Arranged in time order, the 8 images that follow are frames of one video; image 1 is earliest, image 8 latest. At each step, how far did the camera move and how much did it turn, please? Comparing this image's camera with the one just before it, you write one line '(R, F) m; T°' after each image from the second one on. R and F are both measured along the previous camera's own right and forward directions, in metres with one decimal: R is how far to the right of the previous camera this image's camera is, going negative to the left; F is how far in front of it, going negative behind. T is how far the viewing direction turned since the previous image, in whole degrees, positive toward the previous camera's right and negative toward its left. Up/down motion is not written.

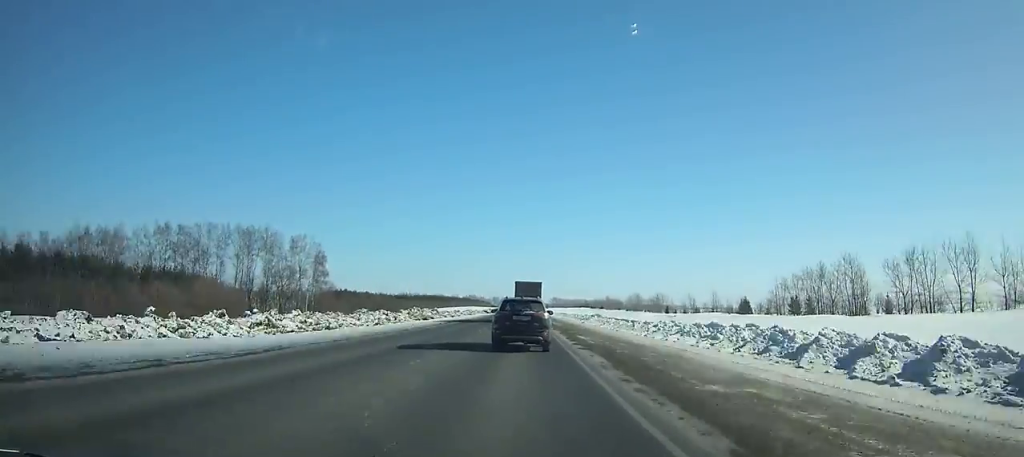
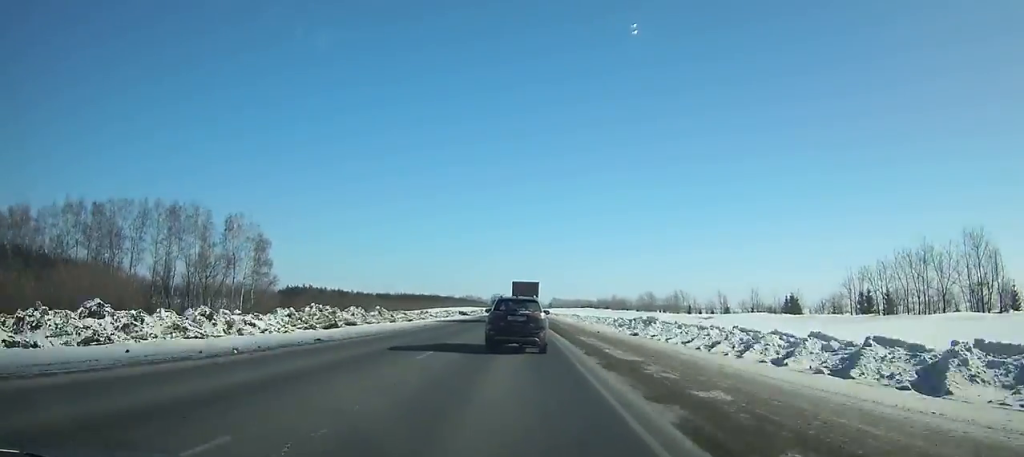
(0.0, +34.8) m; 0°
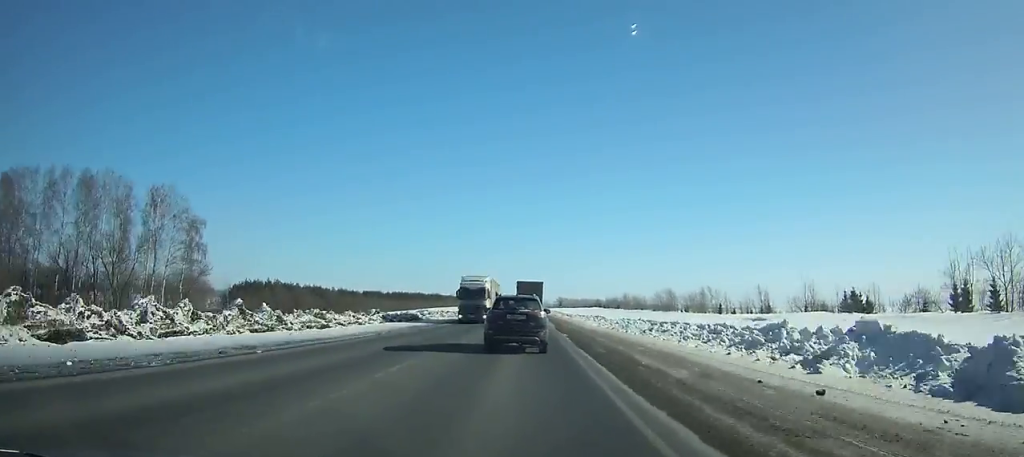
(0.0, +28.0) m; 0°
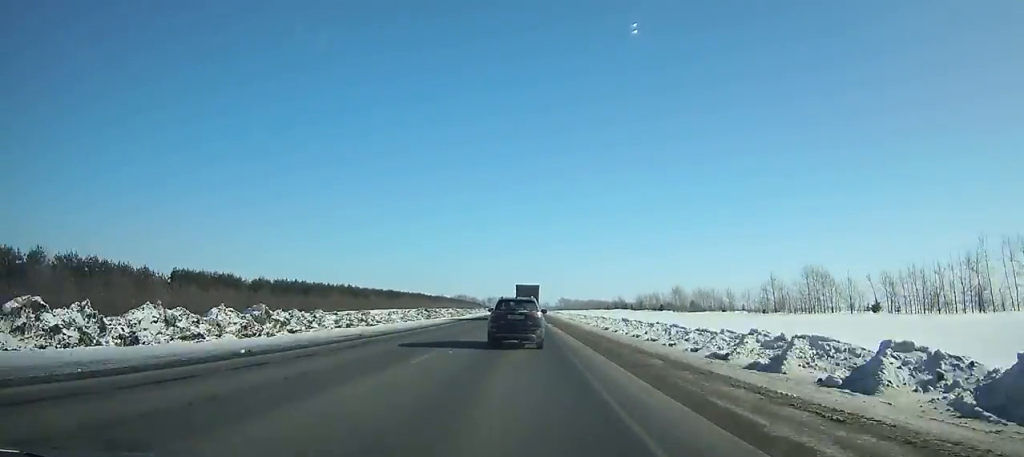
(+1.1, +128.8) m; +1°
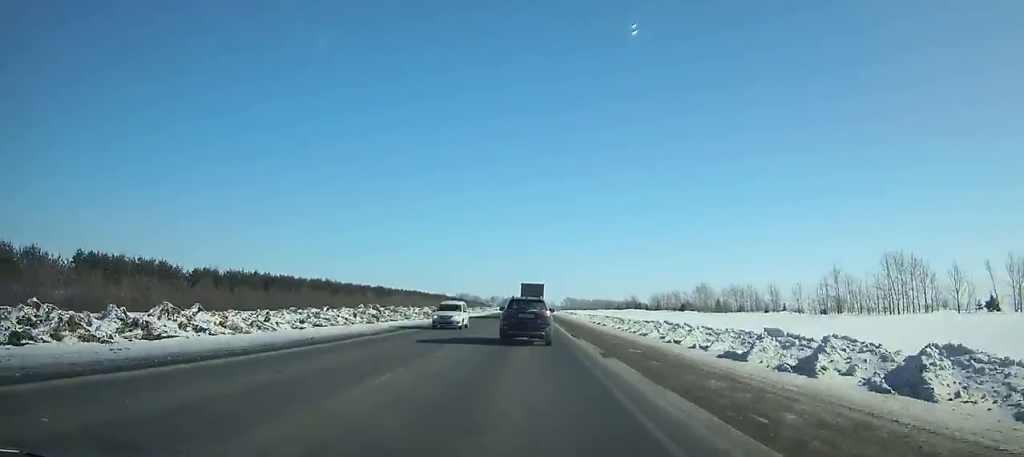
(-0.1, +27.2) m; 0°
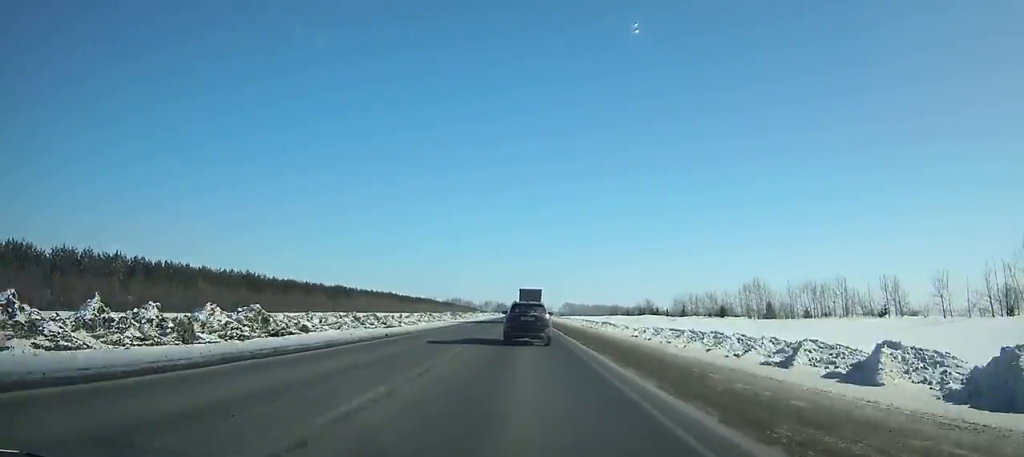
(-0.1, +50.8) m; 0°
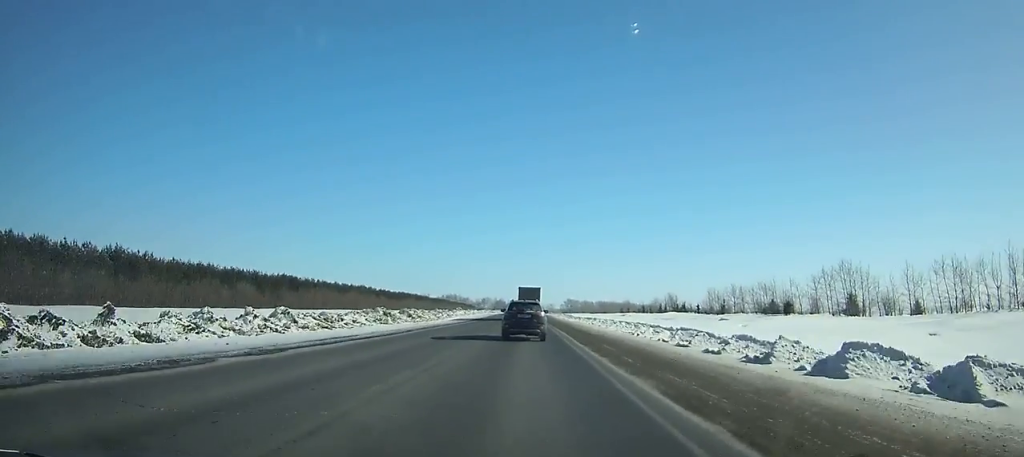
(0.0, +45.2) m; 0°
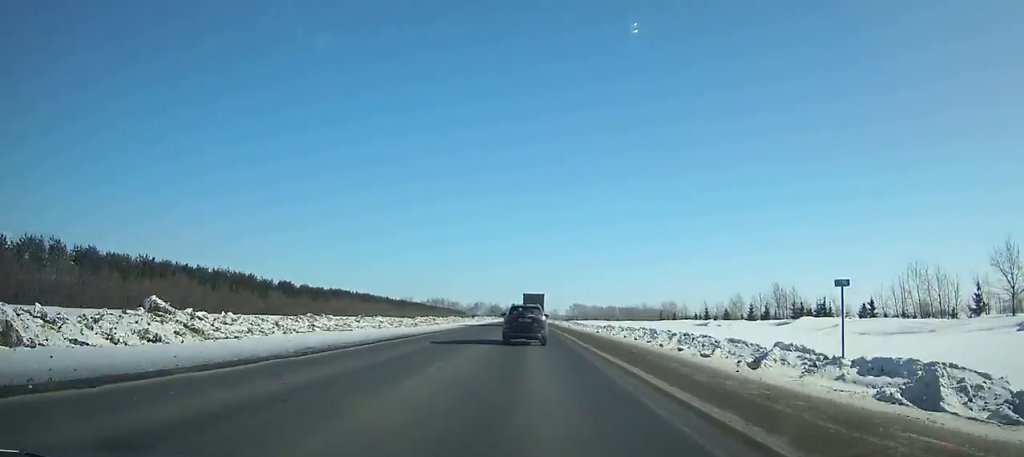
(-0.1, +103.7) m; 0°
